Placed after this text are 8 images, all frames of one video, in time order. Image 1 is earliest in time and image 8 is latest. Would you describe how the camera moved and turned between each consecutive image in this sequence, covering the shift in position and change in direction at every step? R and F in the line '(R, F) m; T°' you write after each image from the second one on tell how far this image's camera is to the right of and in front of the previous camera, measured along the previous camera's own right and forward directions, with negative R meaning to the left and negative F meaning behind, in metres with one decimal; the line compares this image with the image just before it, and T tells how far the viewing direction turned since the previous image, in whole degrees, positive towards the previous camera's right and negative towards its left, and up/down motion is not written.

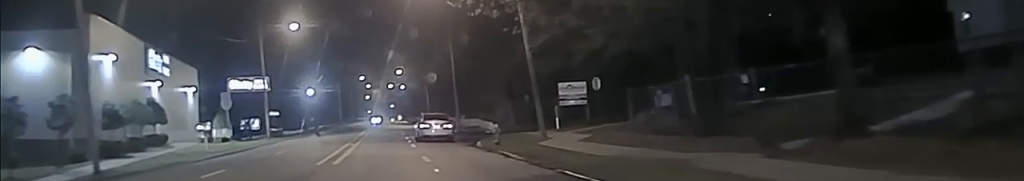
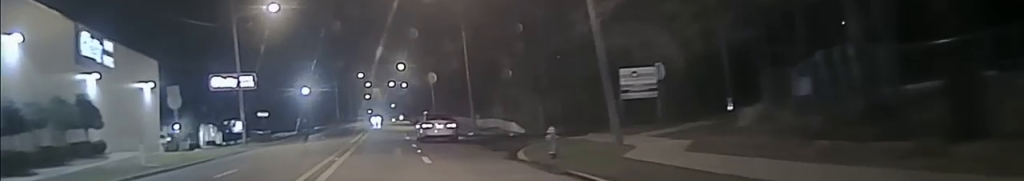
(0.0, +12.3) m; 0°
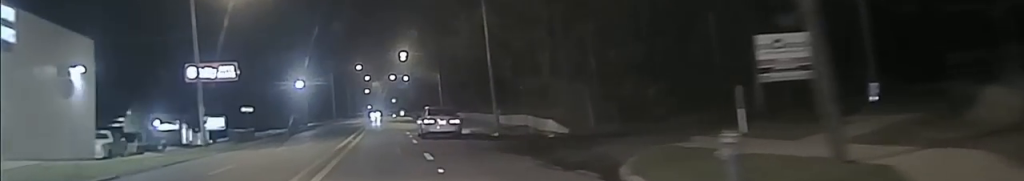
(0.0, +13.1) m; 0°
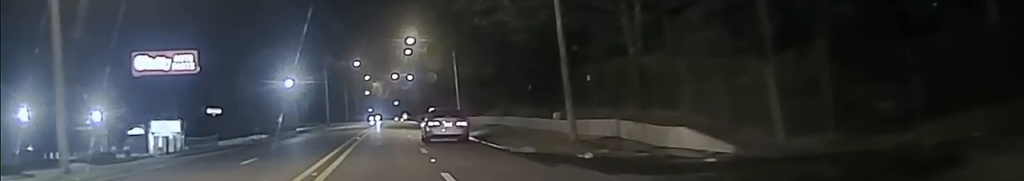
(0.0, +20.1) m; -1°
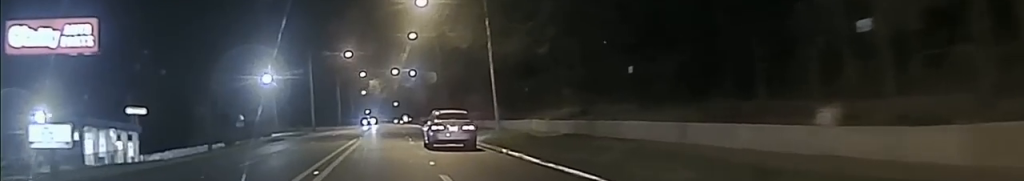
(-1.1, +24.3) m; -4°
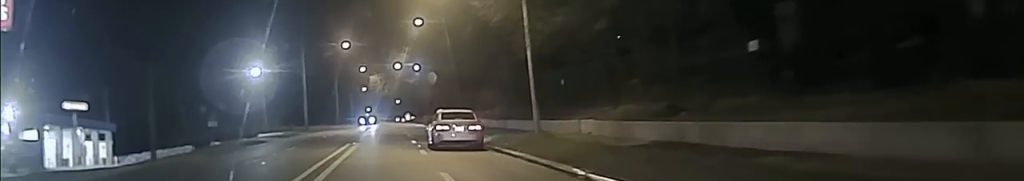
(-0.1, +11.5) m; 0°
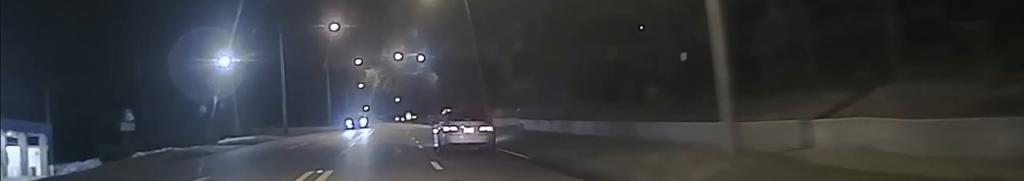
(+0.3, +17.5) m; +2°
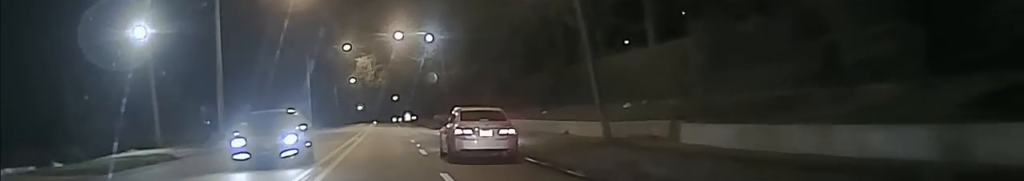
(+0.7, +27.2) m; +2°
